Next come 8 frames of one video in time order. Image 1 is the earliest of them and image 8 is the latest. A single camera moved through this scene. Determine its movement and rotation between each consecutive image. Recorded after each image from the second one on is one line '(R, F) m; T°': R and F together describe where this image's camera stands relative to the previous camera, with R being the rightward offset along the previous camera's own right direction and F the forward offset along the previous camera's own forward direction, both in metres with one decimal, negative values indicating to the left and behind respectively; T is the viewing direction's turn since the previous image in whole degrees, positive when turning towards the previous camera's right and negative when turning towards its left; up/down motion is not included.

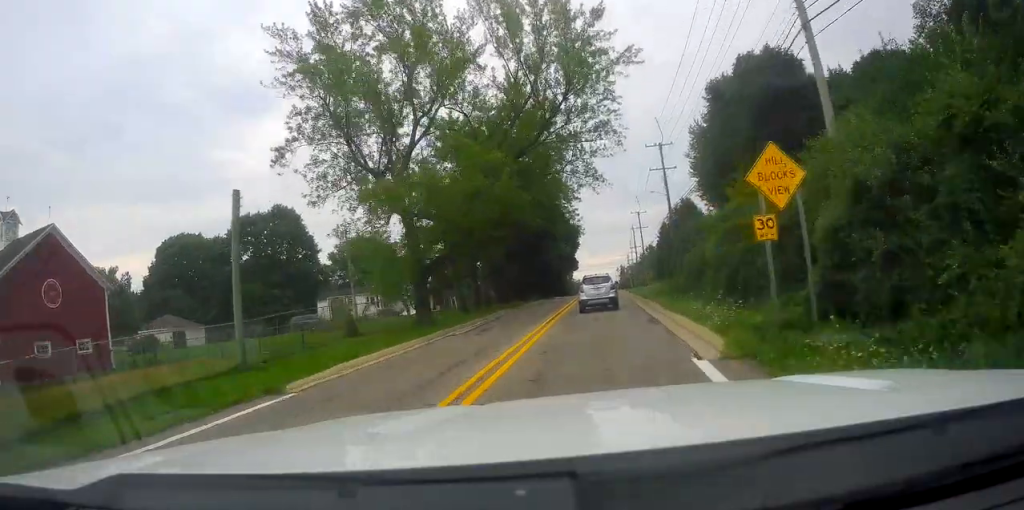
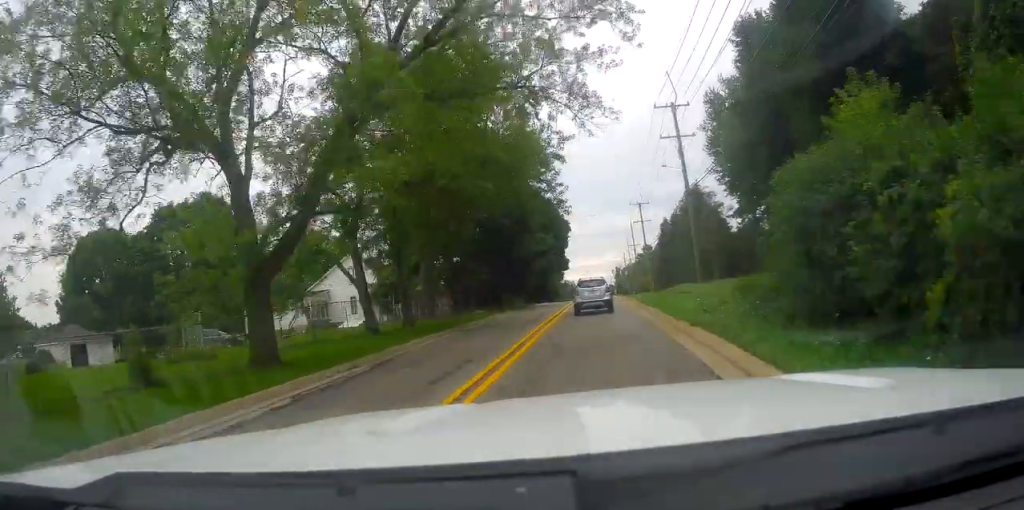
(-0.6, +15.8) m; 0°
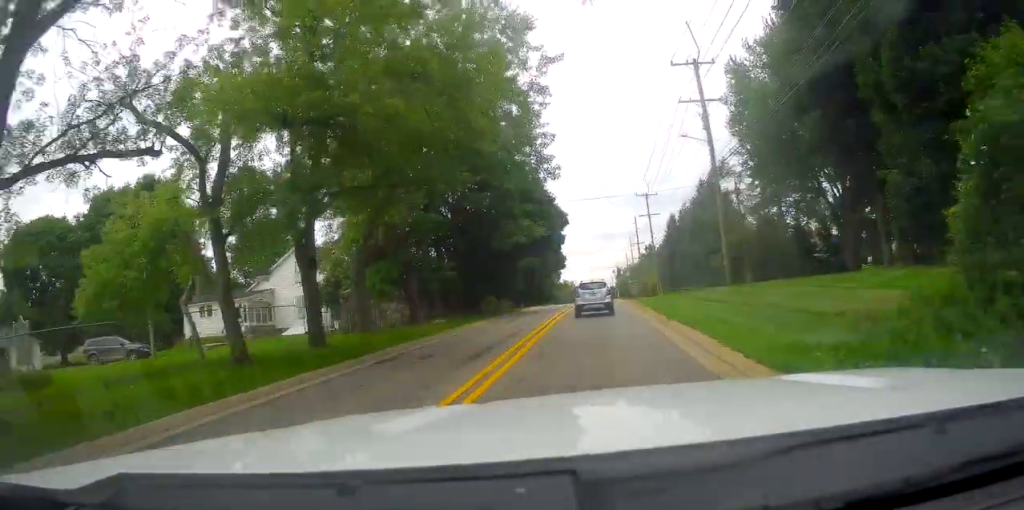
(+0.1, +10.4) m; 0°
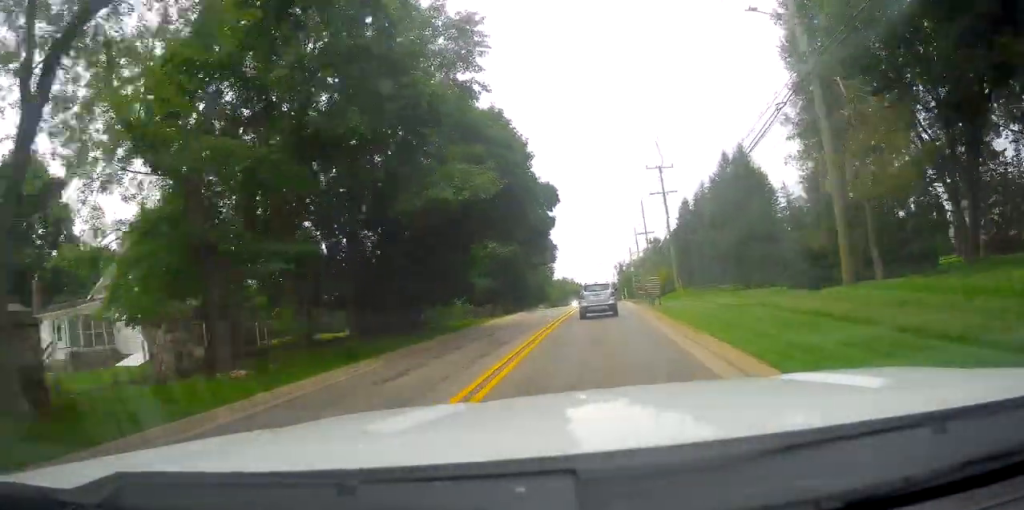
(+0.4, +18.1) m; +1°
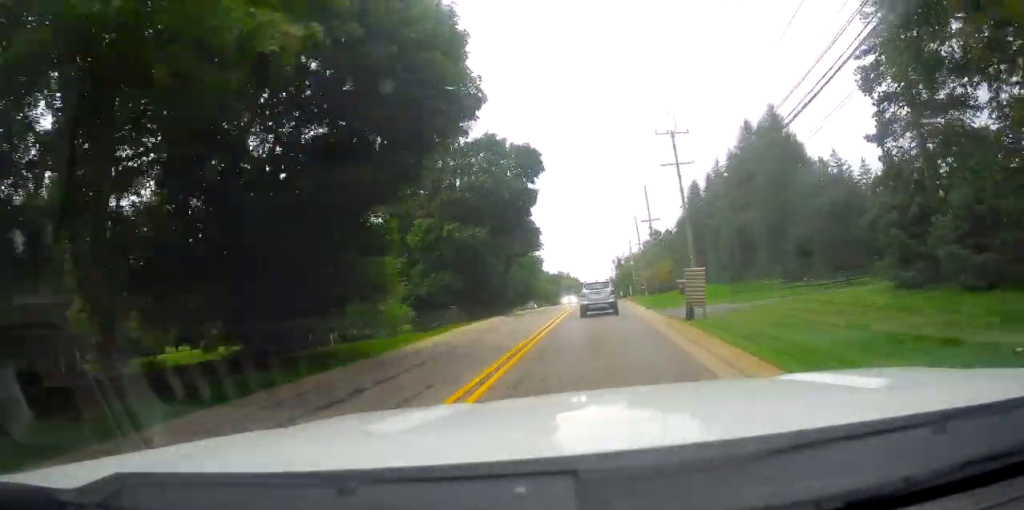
(-0.3, +13.6) m; 0°
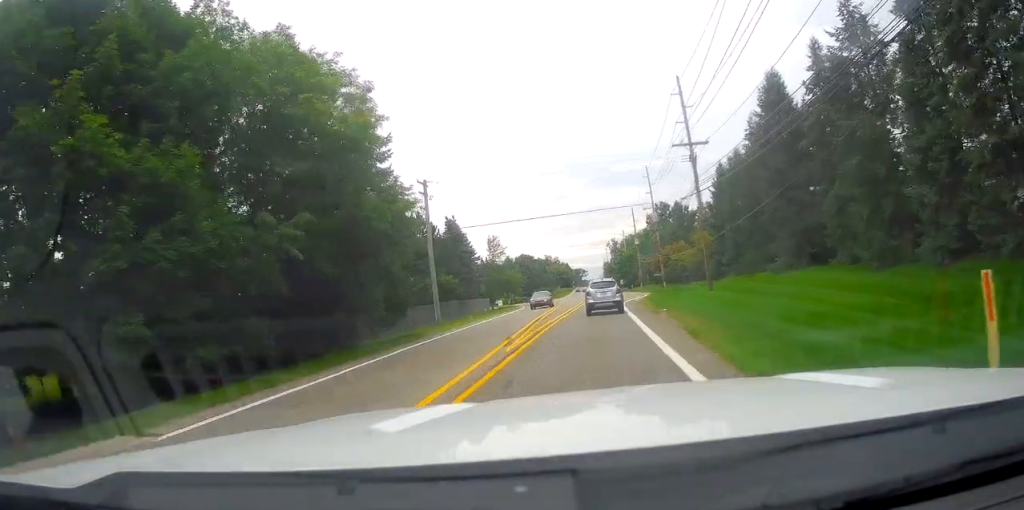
(-0.7, +46.7) m; -1°
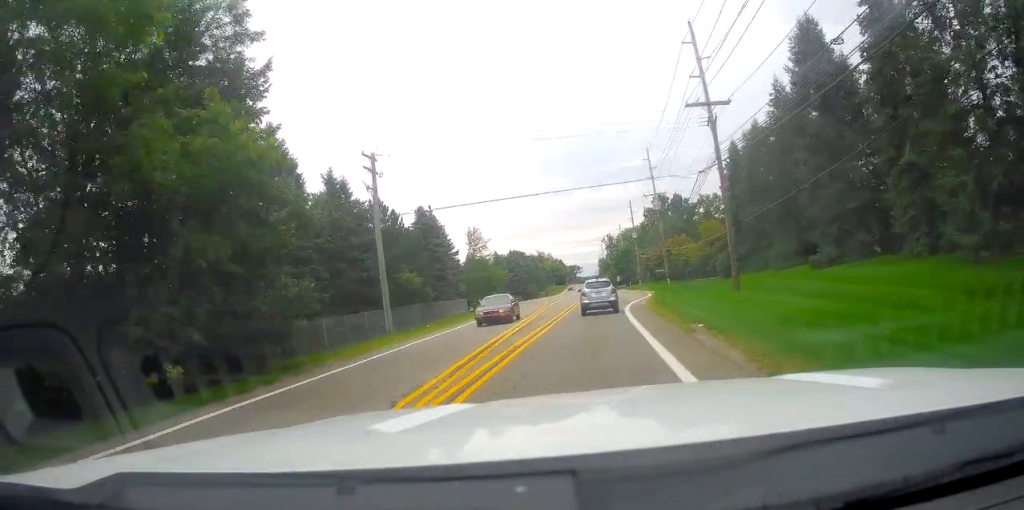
(+0.4, +10.2) m; 0°
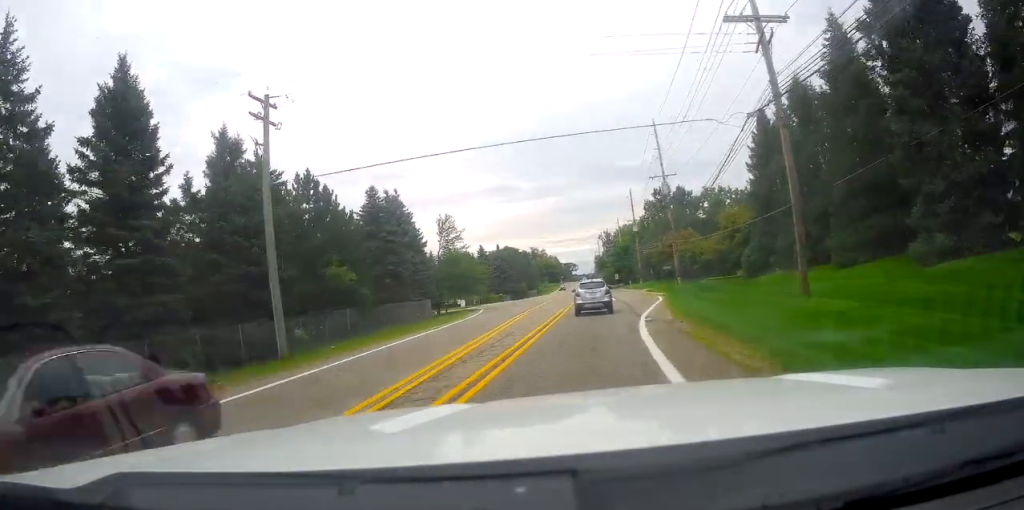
(-0.5, +12.9) m; 0°
